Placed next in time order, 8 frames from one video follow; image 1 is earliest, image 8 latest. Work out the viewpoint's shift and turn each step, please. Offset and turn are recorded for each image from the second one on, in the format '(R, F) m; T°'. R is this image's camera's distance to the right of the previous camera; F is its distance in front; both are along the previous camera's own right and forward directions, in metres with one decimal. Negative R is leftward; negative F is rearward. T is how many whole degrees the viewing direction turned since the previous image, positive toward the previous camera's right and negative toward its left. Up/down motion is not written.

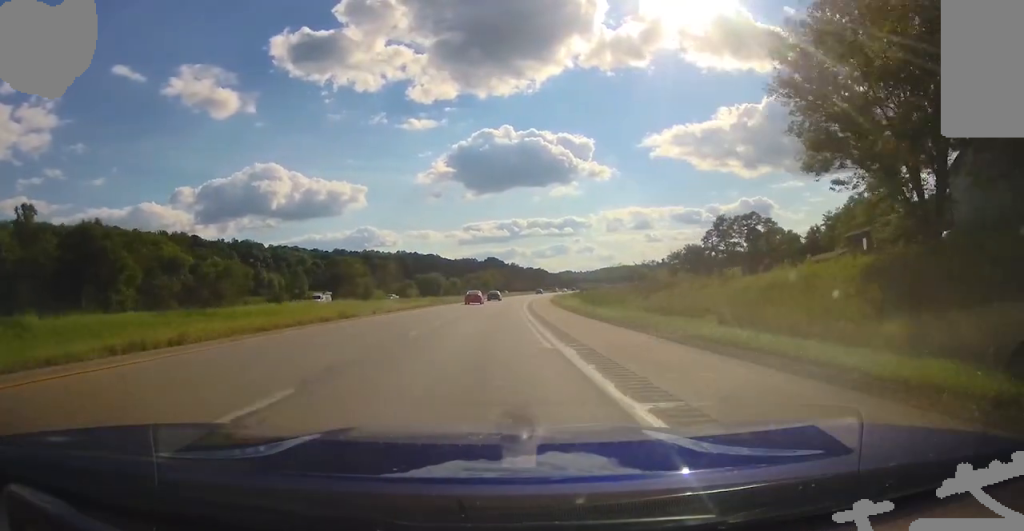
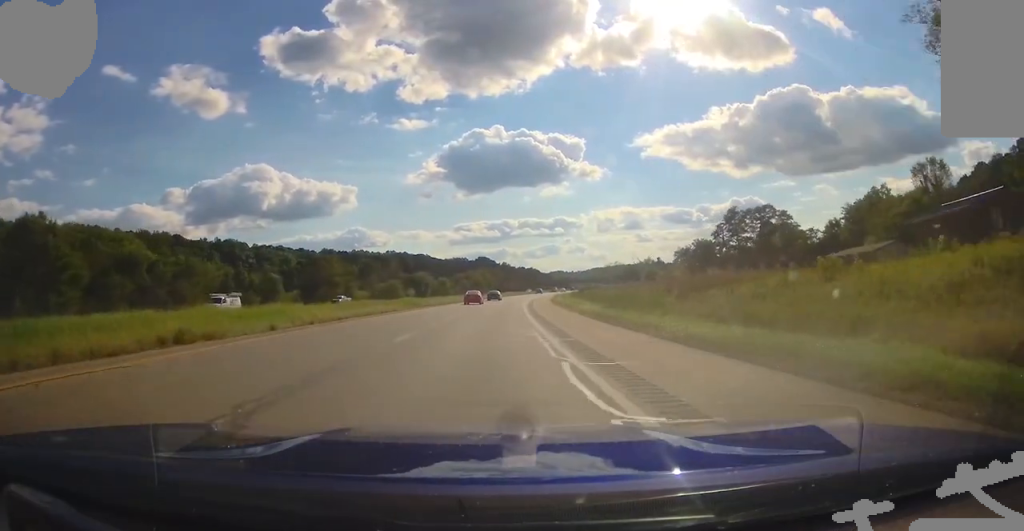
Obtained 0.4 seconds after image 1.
(0.0, +14.2) m; 0°
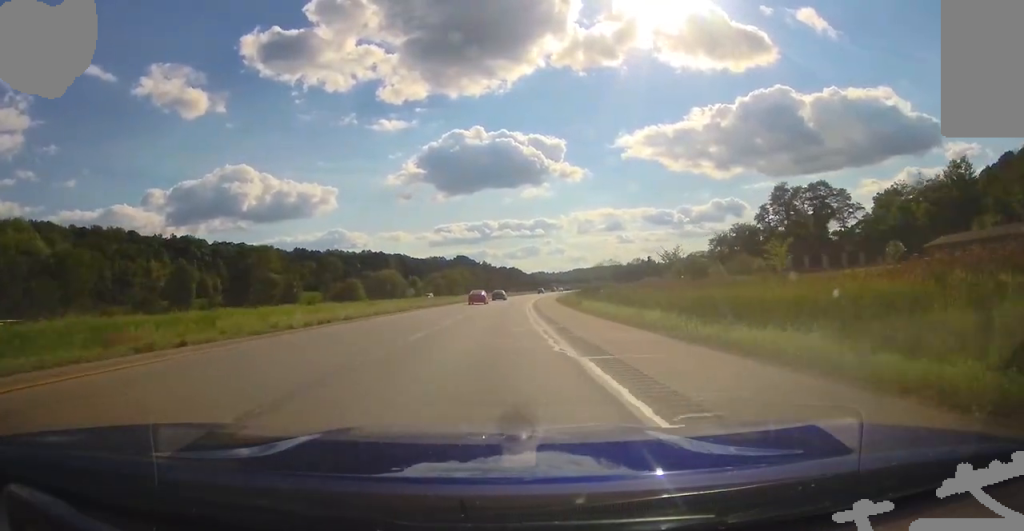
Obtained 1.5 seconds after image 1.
(+0.2, +36.4) m; +2°
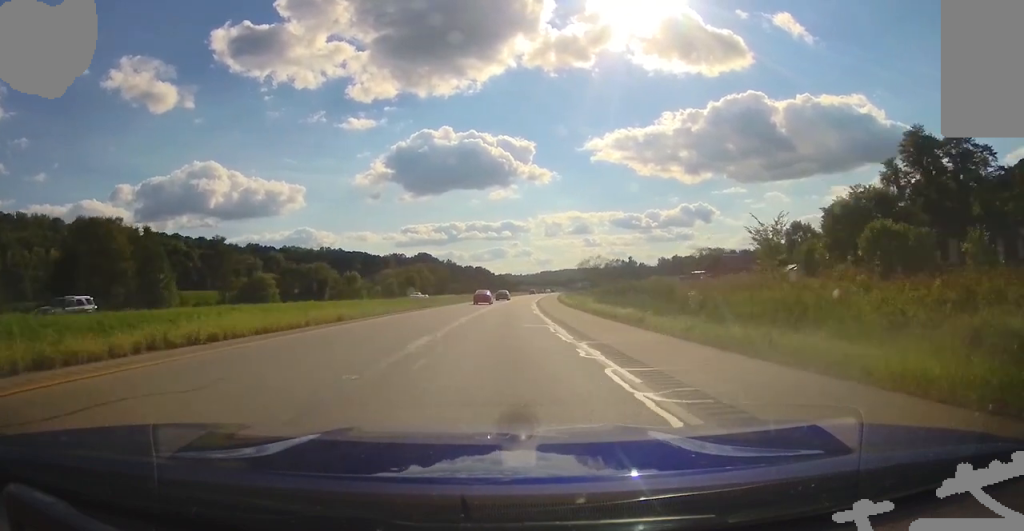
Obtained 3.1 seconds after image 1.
(+1.4, +50.4) m; +3°
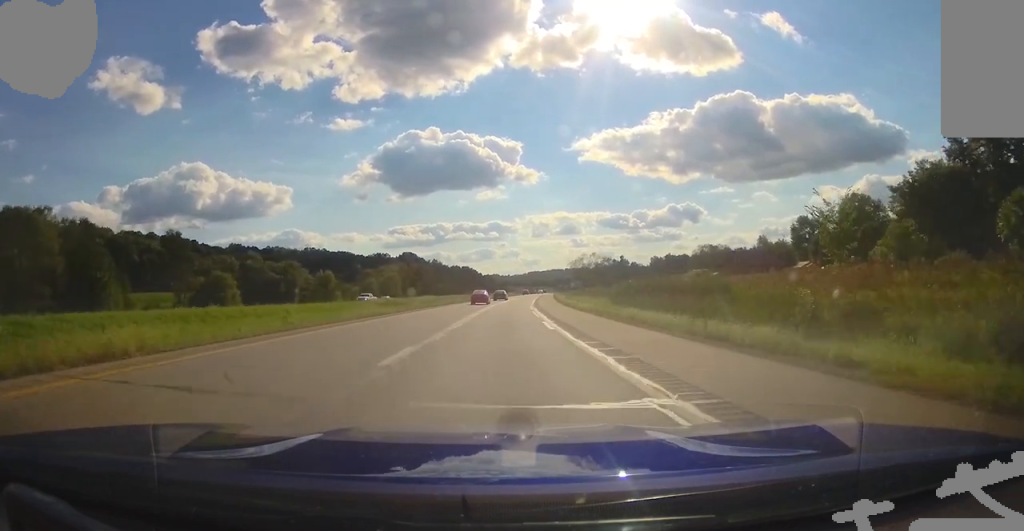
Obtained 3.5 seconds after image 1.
(0.0, +15.3) m; +1°
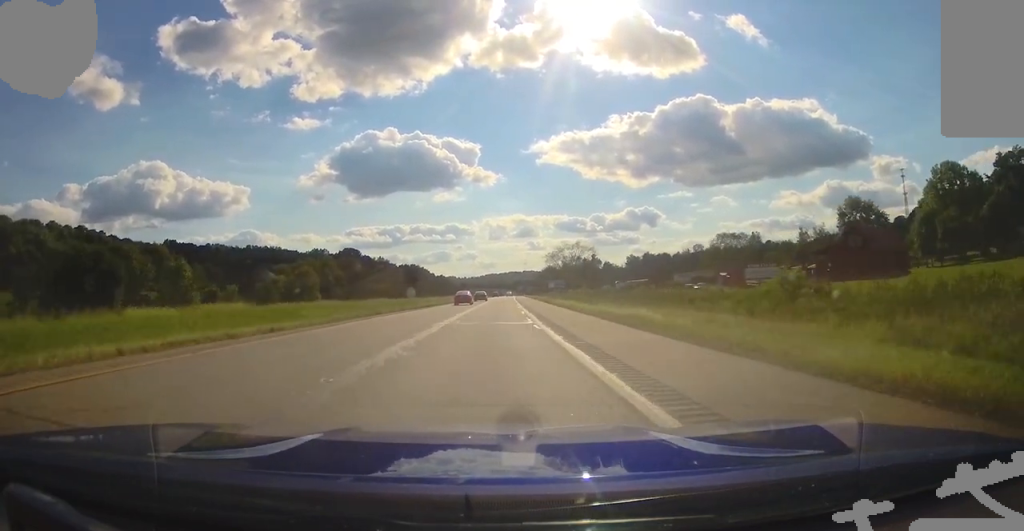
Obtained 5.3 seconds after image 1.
(+3.2, +58.7) m; +4°
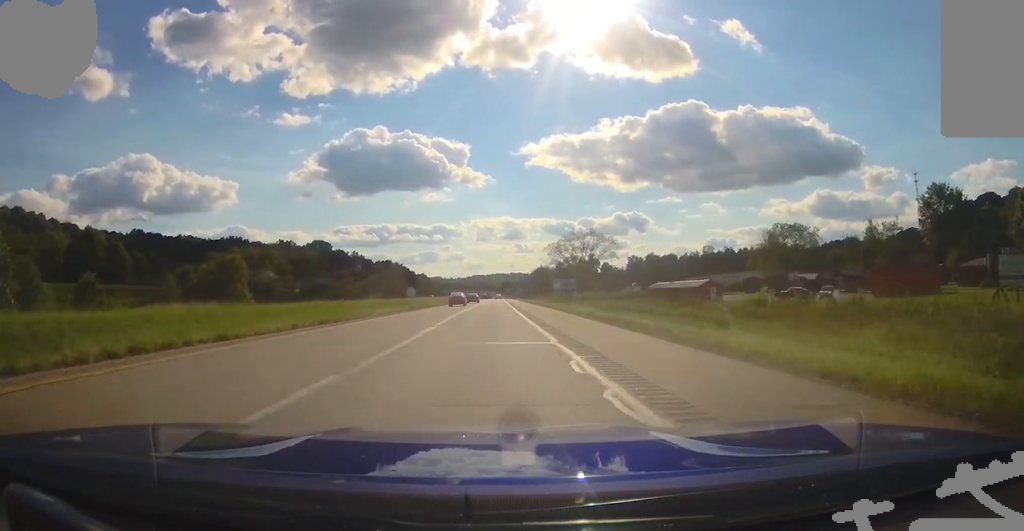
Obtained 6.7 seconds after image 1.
(+0.3, +43.5) m; +1°
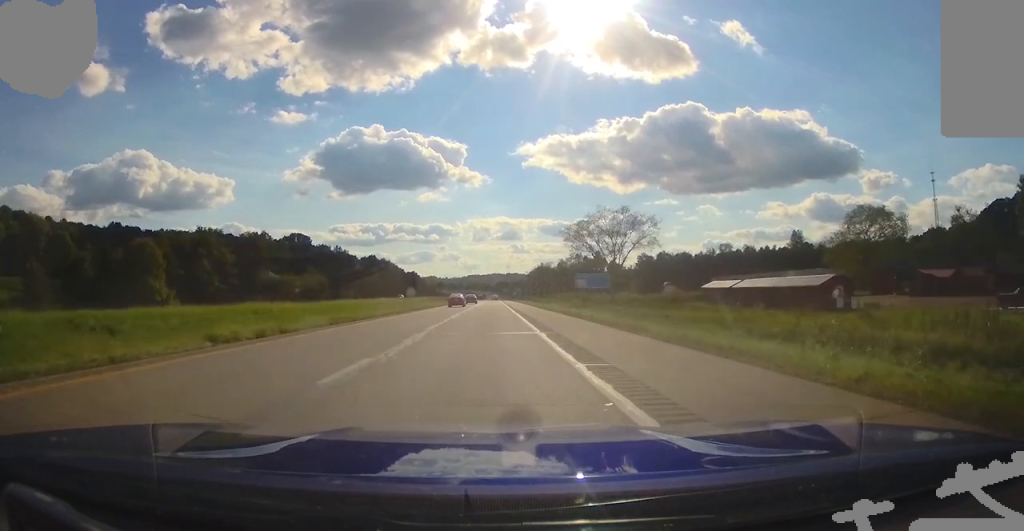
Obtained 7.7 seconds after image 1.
(+0.5, +34.5) m; +1°
